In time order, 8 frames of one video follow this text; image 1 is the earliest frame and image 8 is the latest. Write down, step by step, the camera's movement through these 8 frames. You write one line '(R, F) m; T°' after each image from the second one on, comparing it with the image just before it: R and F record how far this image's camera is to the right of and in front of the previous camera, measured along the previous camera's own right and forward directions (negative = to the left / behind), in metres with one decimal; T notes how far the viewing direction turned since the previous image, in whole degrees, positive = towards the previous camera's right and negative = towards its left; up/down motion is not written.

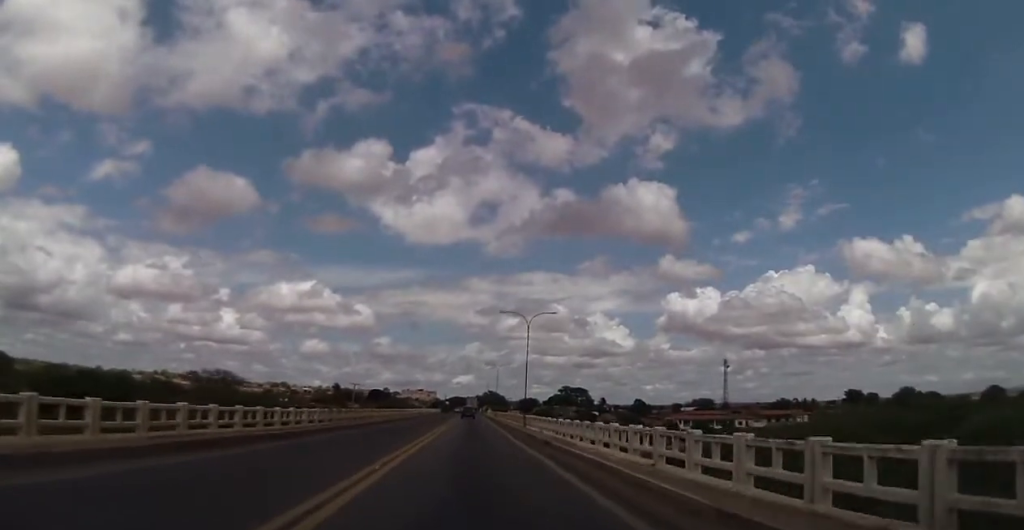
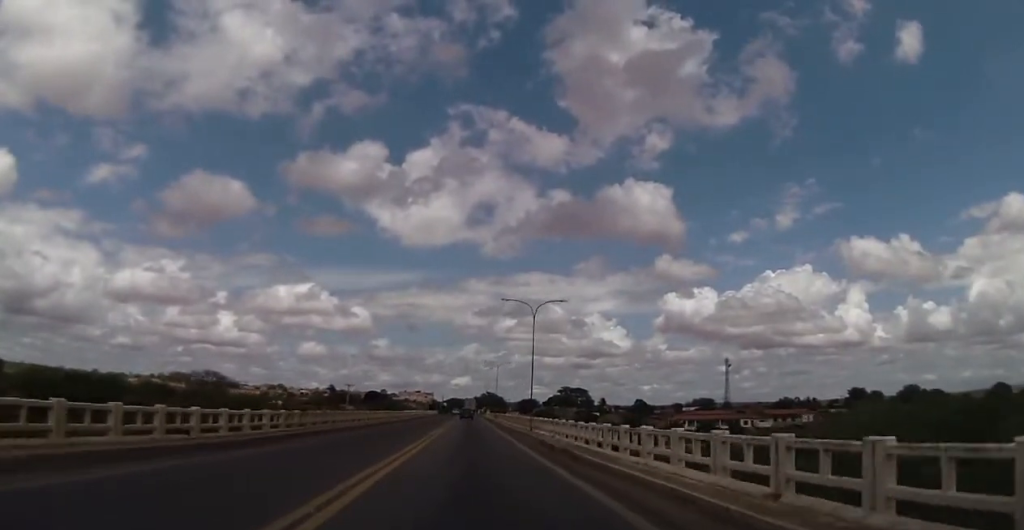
(-0.2, +5.1) m; -1°
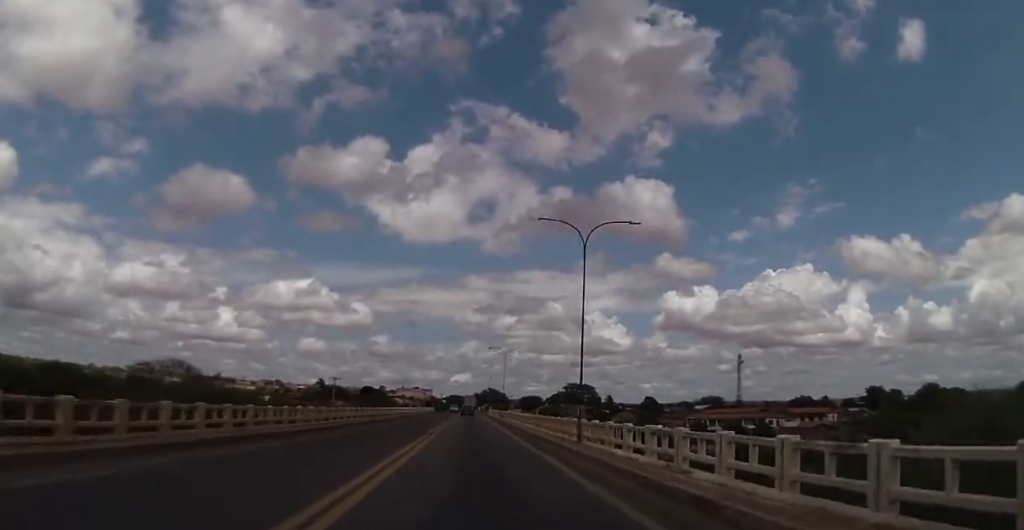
(-0.1, +15.7) m; -3°
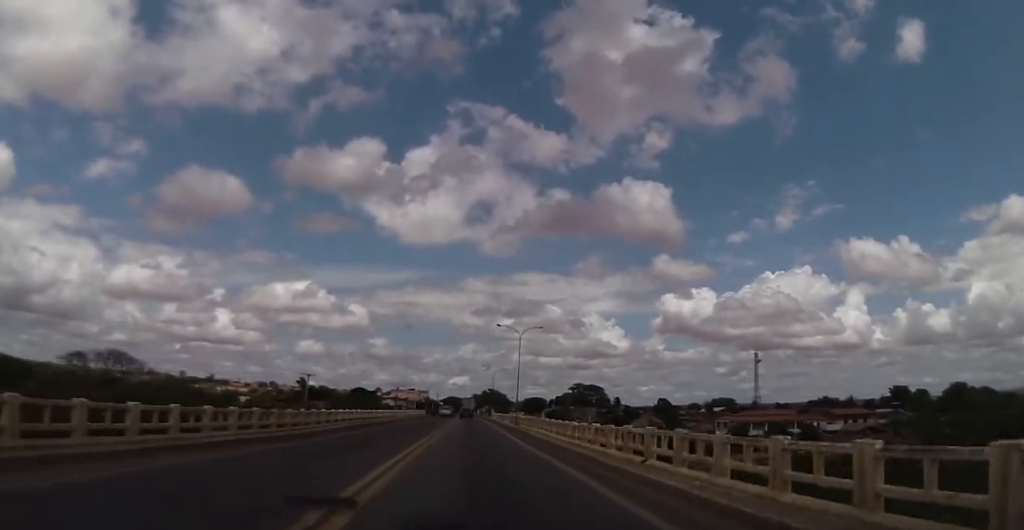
(+0.8, +21.5) m; +3°
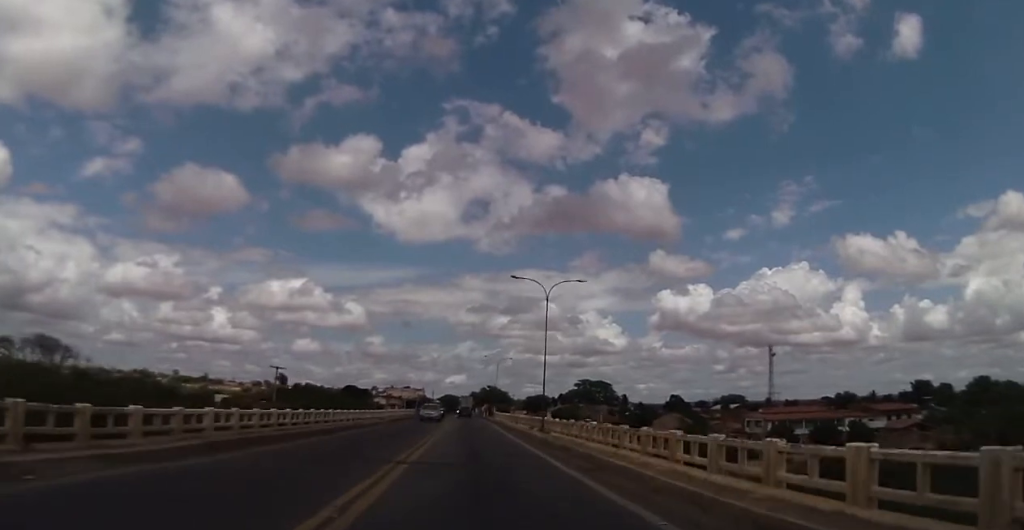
(-0.8, +18.3) m; -2°
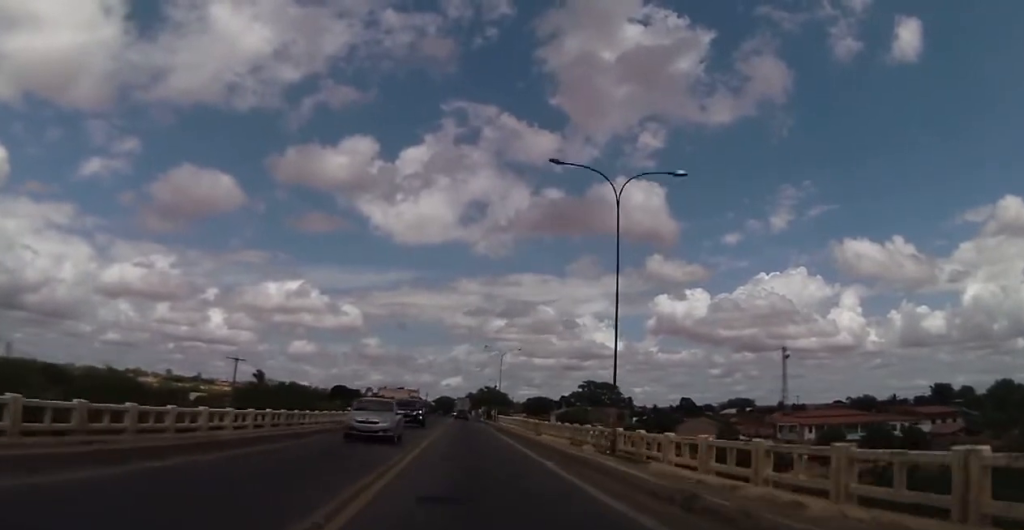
(+0.4, +16.3) m; +2°
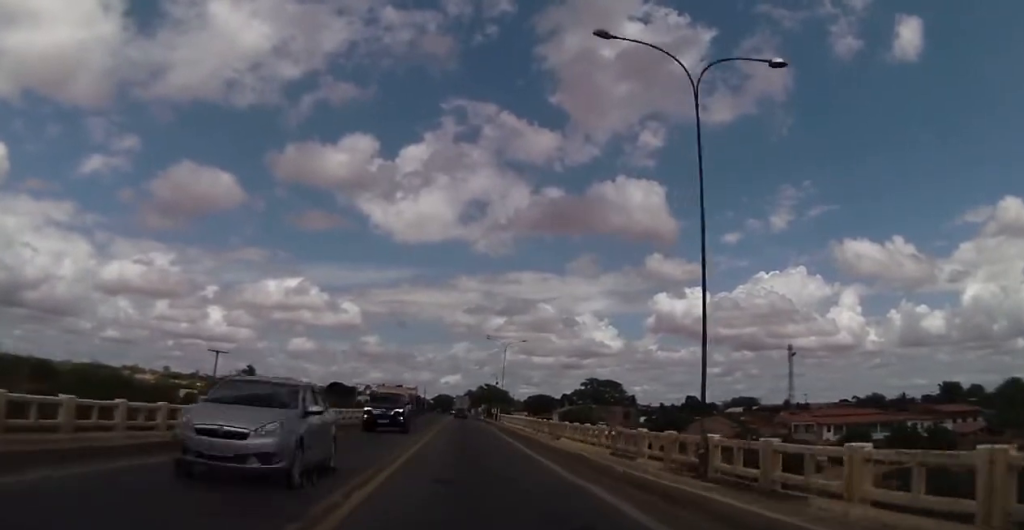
(0.0, +6.4) m; 0°
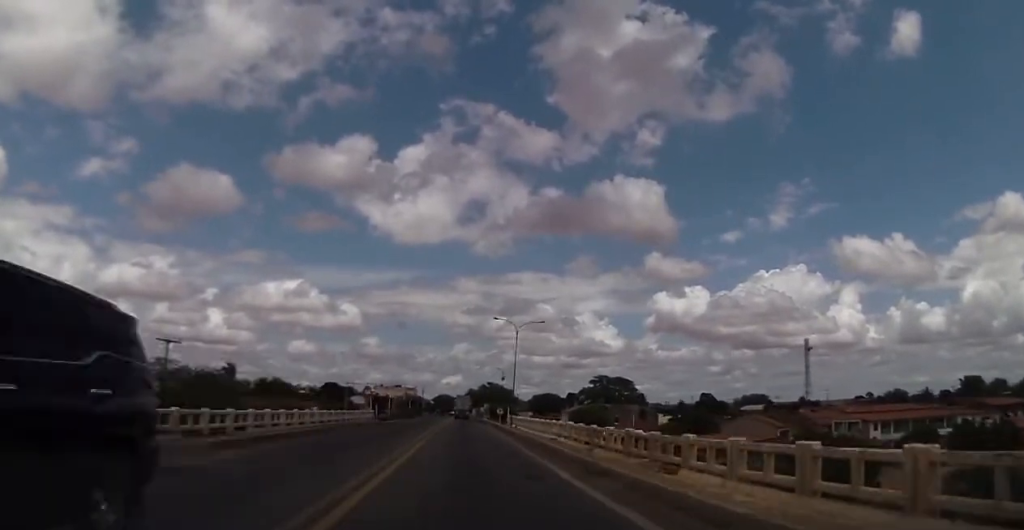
(+0.1, +13.4) m; 0°
